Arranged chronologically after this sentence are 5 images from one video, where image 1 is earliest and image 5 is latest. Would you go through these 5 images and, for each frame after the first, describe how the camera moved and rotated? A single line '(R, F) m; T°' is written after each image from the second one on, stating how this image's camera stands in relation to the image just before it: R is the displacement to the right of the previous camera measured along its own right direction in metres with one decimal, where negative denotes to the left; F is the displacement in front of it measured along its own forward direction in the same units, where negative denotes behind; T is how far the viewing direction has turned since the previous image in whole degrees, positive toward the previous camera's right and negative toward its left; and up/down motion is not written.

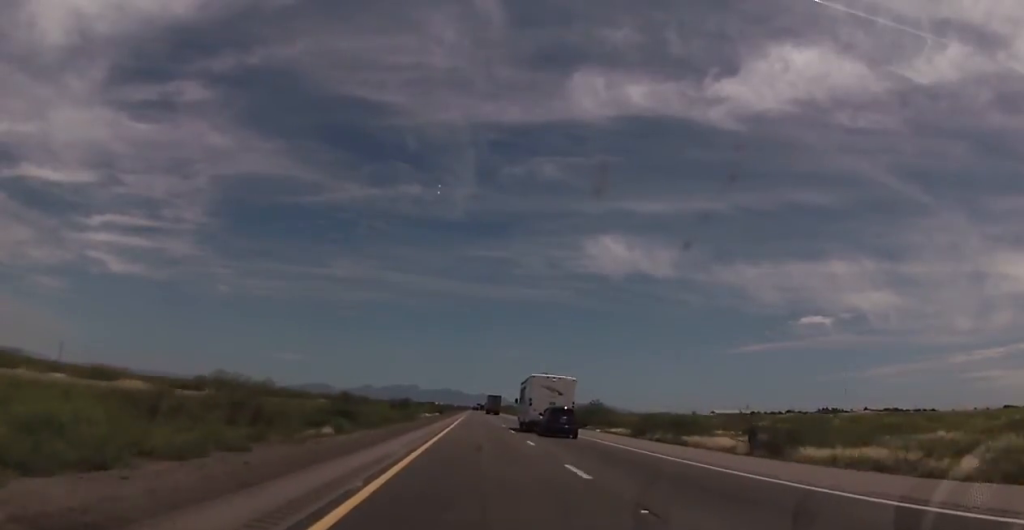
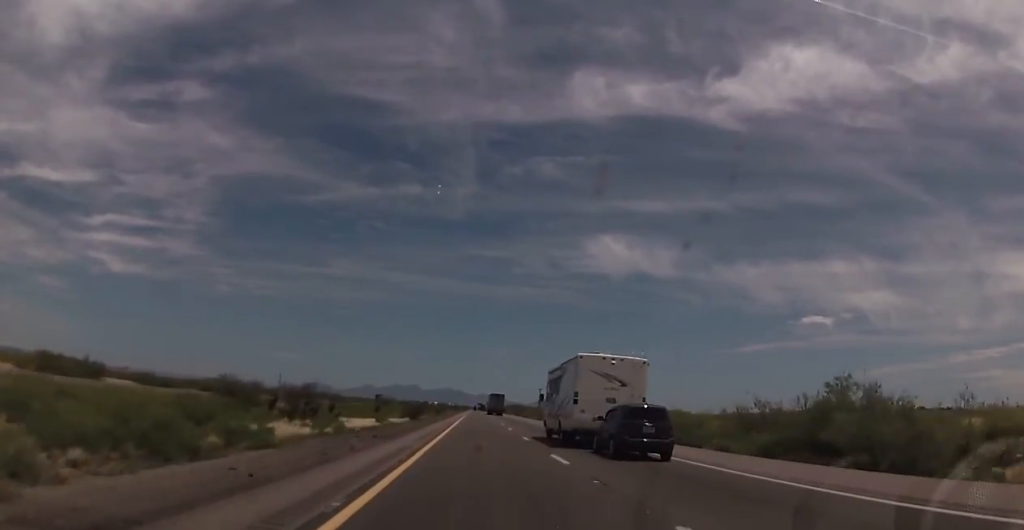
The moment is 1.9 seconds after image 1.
(0.0, +69.9) m; 0°
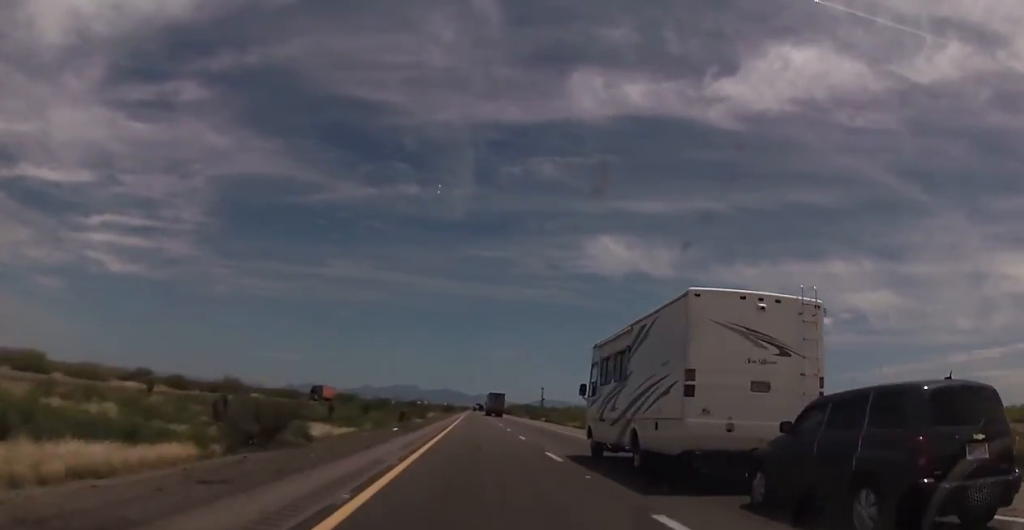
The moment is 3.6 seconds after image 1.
(+0.2, +60.3) m; -1°
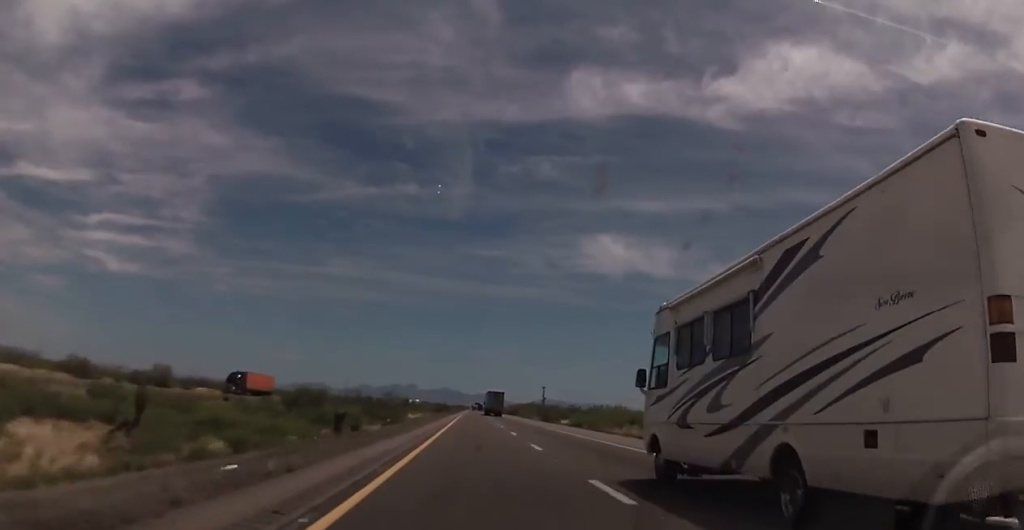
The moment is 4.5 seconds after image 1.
(-0.3, +32.6) m; 0°
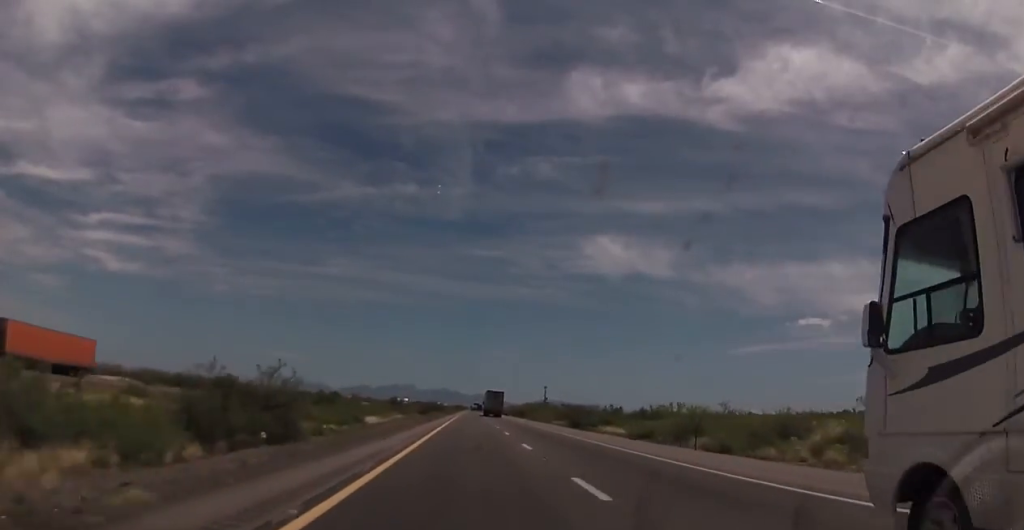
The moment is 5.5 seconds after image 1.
(+0.5, +36.2) m; +1°
